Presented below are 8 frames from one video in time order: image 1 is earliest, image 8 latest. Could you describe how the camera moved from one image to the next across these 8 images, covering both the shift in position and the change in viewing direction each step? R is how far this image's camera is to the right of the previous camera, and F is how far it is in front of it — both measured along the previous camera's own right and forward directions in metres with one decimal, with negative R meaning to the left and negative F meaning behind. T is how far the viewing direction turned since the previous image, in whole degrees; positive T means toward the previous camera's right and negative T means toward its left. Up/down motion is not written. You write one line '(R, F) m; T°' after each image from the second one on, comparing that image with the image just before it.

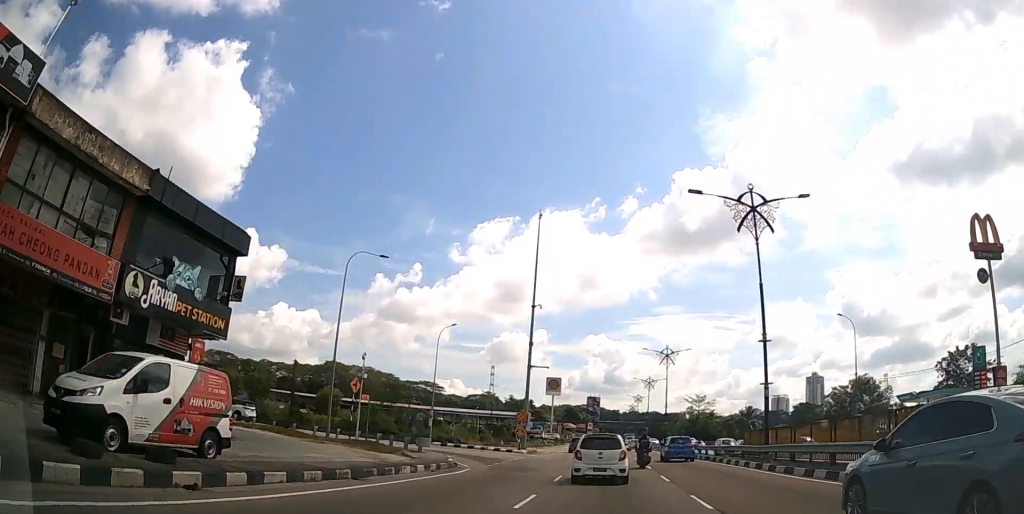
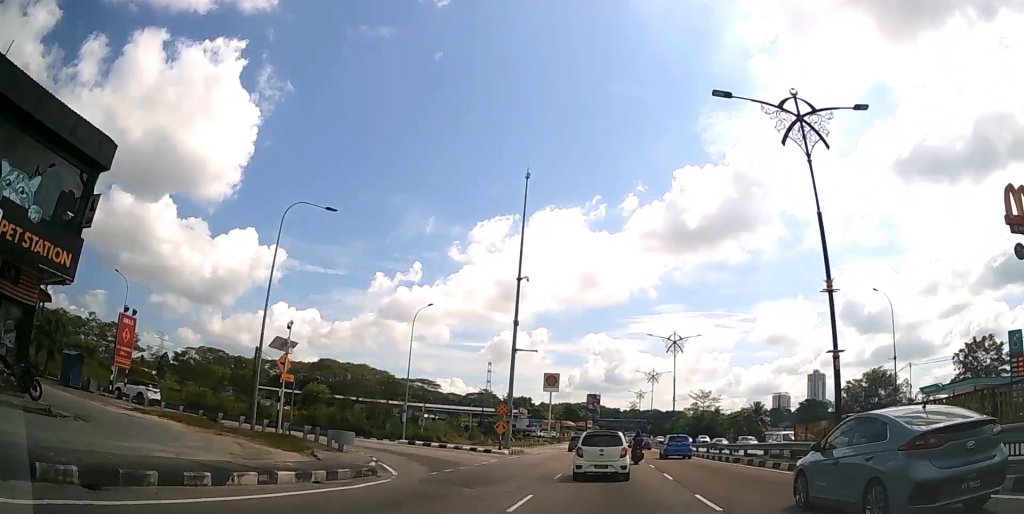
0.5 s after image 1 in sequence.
(+0.1, +8.1) m; 0°
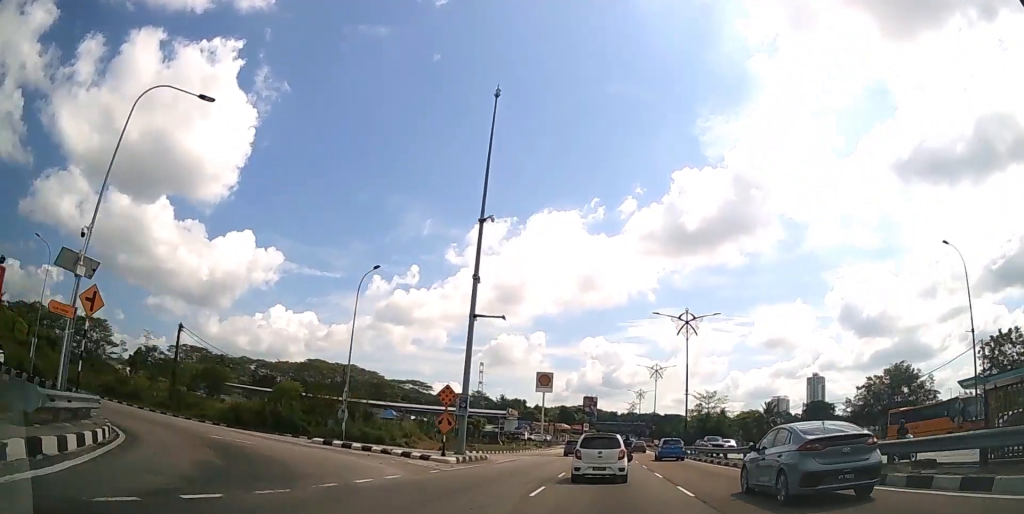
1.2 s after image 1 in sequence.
(0.0, +11.9) m; 0°
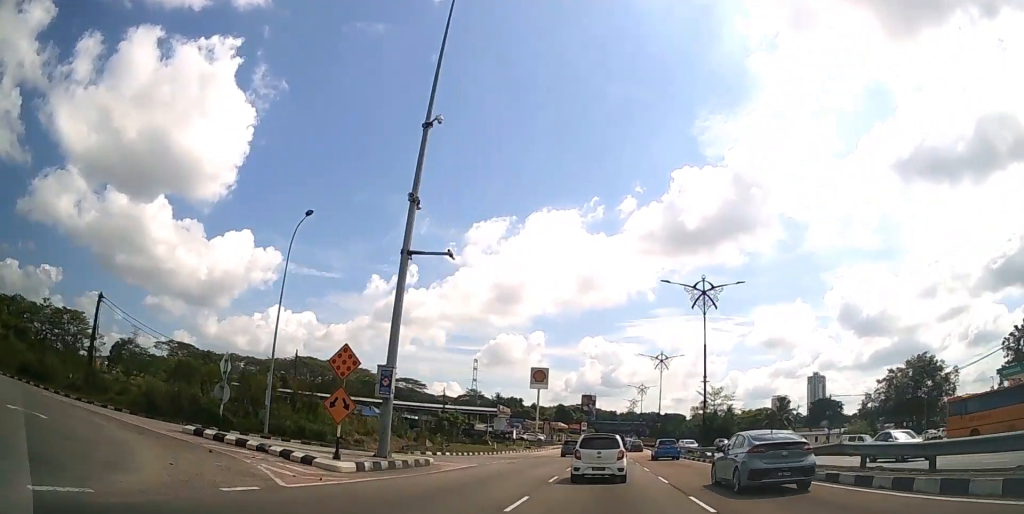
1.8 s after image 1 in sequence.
(0.0, +9.9) m; 0°
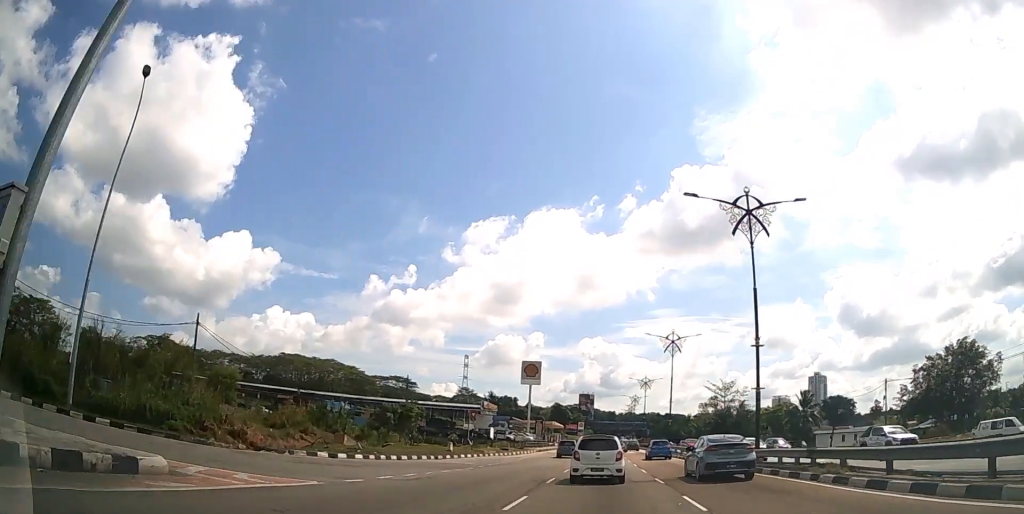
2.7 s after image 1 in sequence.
(0.0, +14.6) m; 0°
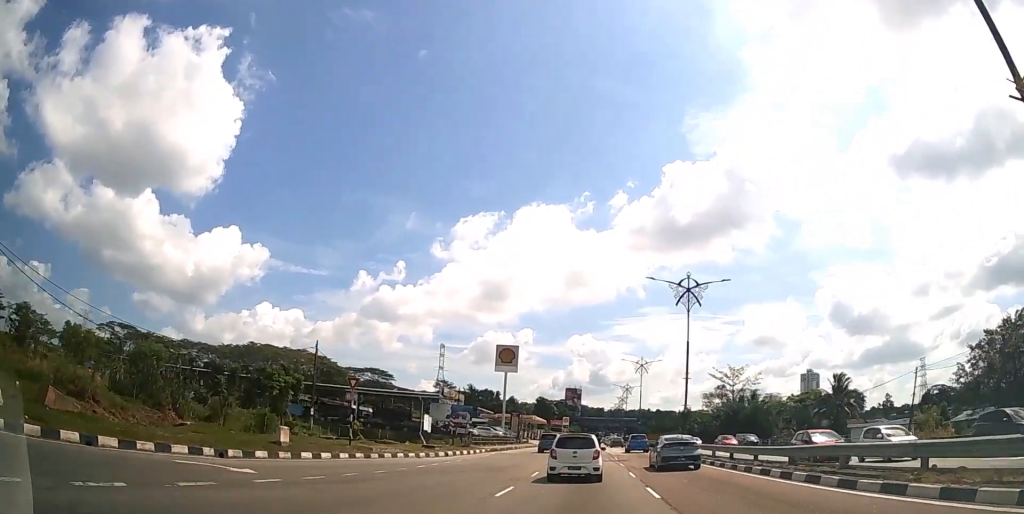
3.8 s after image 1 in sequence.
(+0.1, +19.3) m; +1°
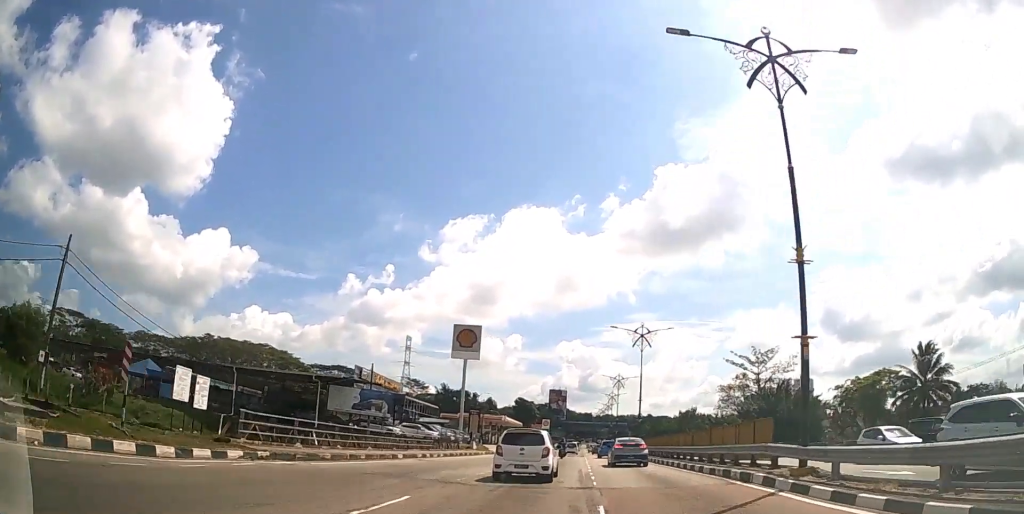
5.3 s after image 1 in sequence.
(+0.3, +27.4) m; 0°
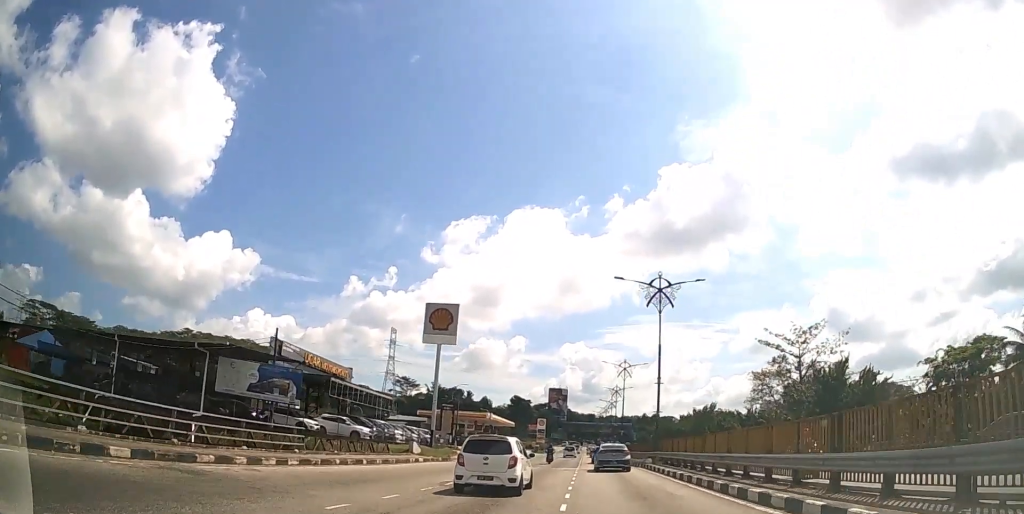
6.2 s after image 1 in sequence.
(0.0, +17.6) m; 0°
